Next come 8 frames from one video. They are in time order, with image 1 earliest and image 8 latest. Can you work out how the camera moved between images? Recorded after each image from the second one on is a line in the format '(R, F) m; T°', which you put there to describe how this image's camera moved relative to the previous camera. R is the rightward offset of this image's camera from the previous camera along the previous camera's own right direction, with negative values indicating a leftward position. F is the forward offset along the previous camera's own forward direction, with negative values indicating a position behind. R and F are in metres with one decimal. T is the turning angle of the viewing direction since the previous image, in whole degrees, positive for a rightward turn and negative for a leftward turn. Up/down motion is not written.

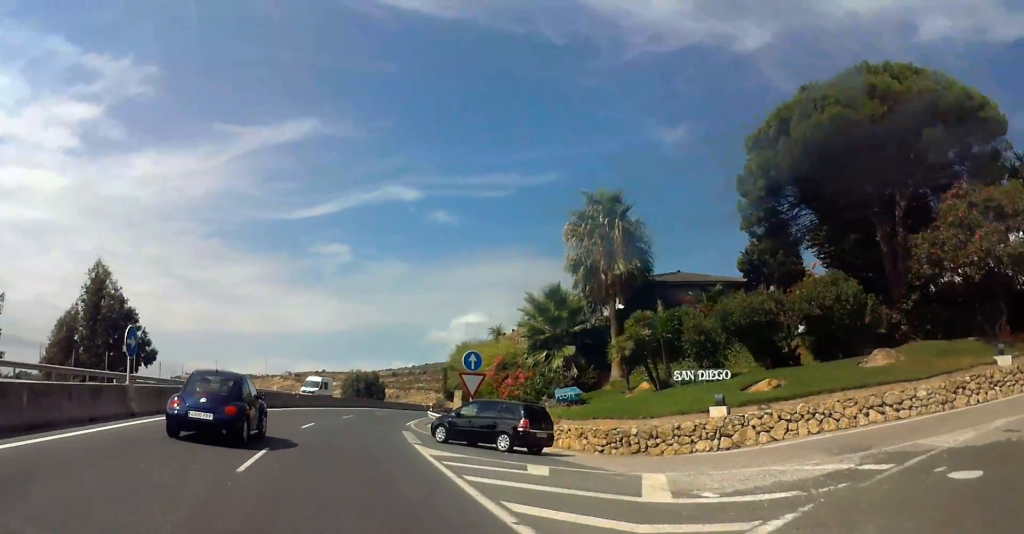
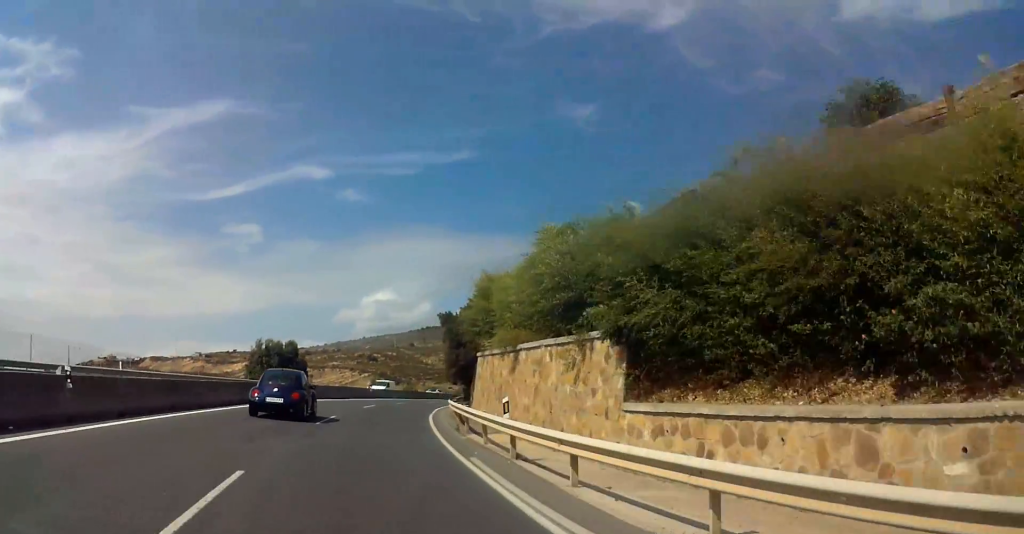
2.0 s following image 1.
(+3.0, +32.8) m; +9°
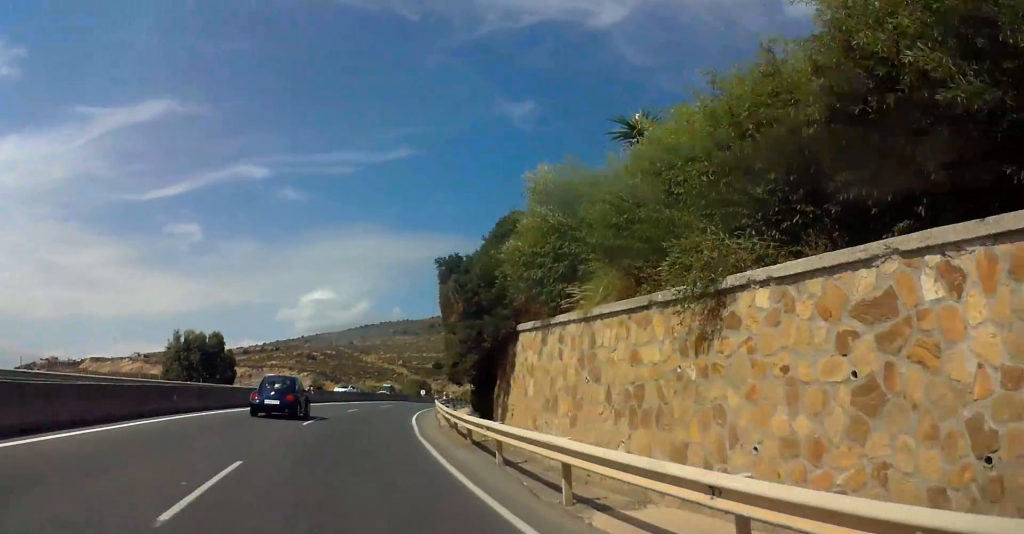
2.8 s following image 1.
(-0.5, +13.3) m; +3°
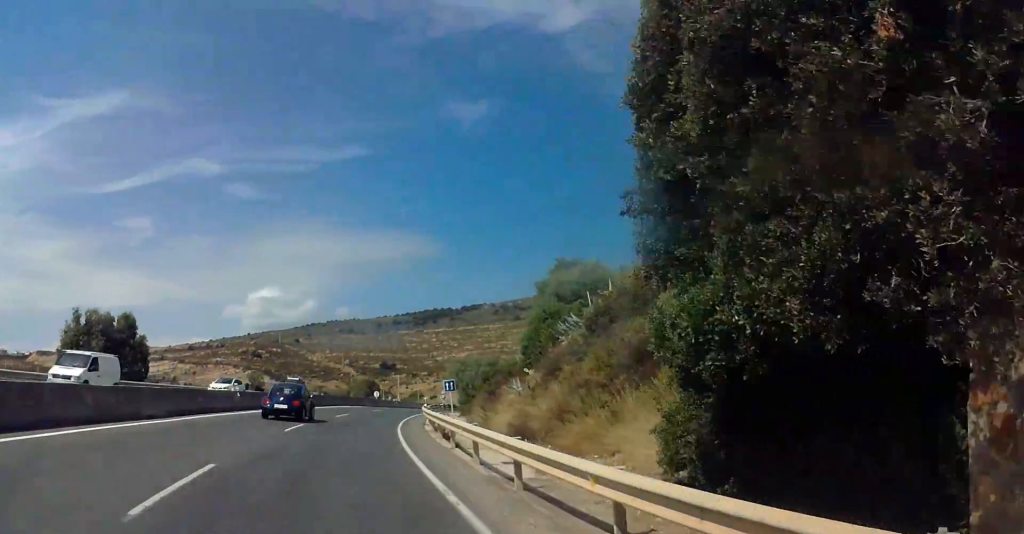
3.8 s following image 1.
(+1.3, +15.0) m; +5°
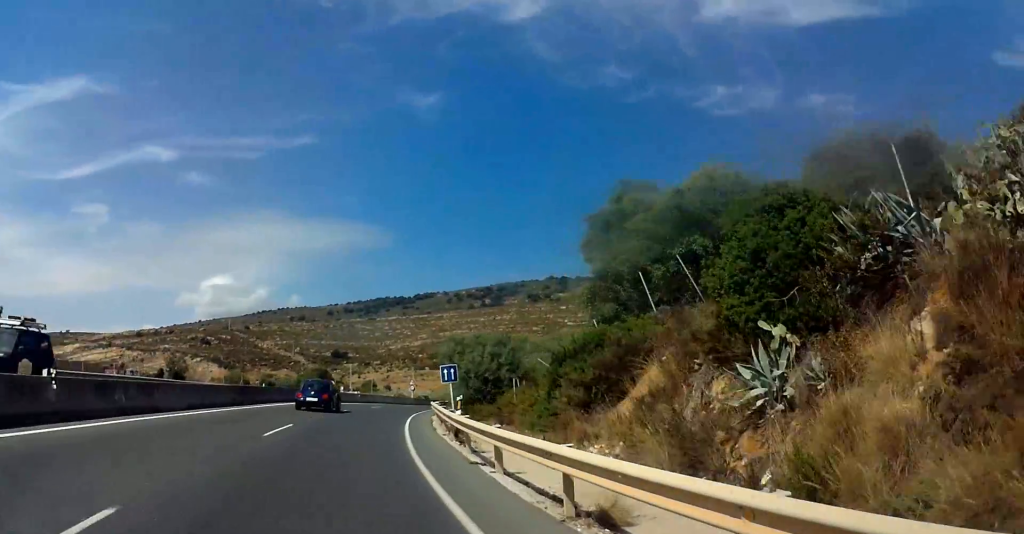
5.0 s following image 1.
(+0.1, +18.7) m; +1°
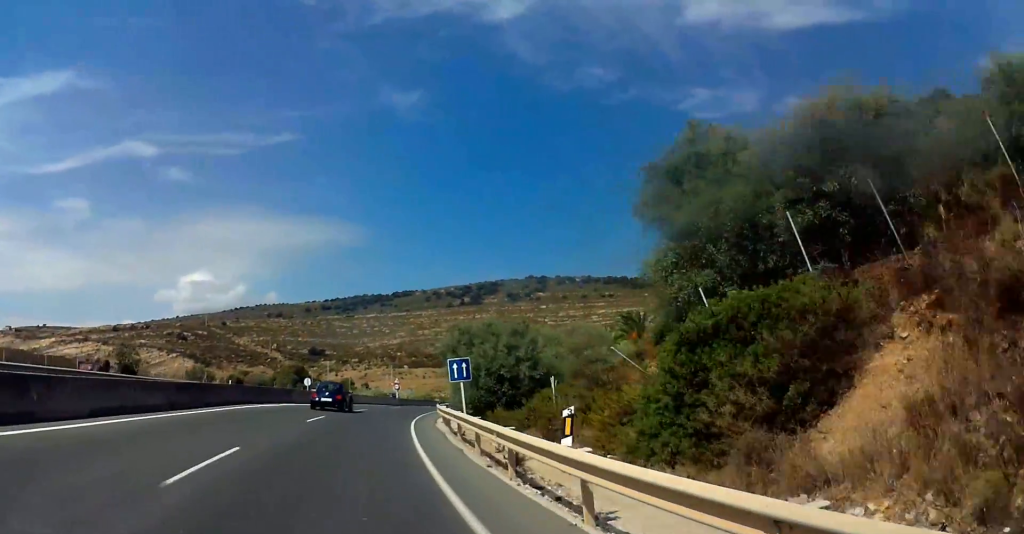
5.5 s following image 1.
(-0.1, +8.1) m; +3°
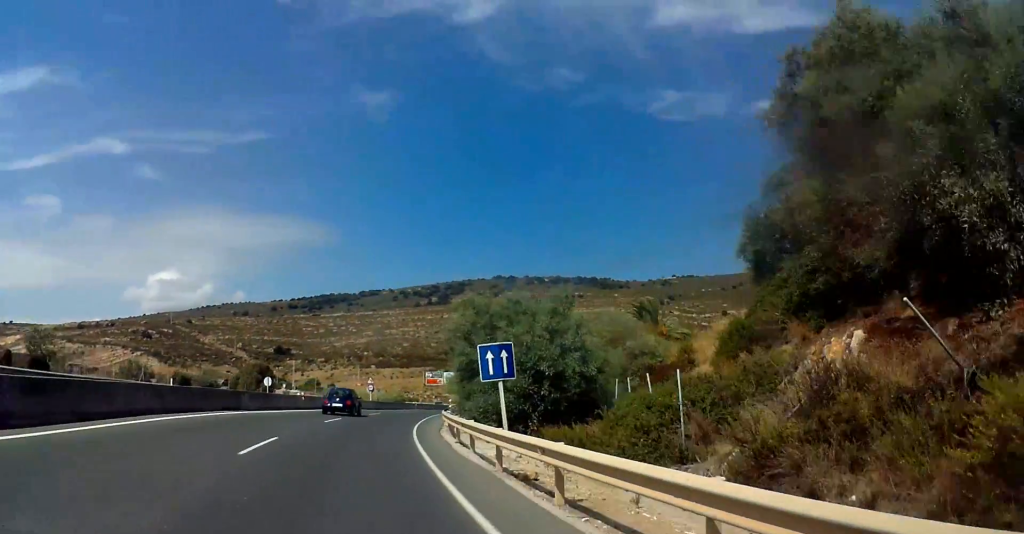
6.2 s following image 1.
(+0.3, +10.0) m; +4°
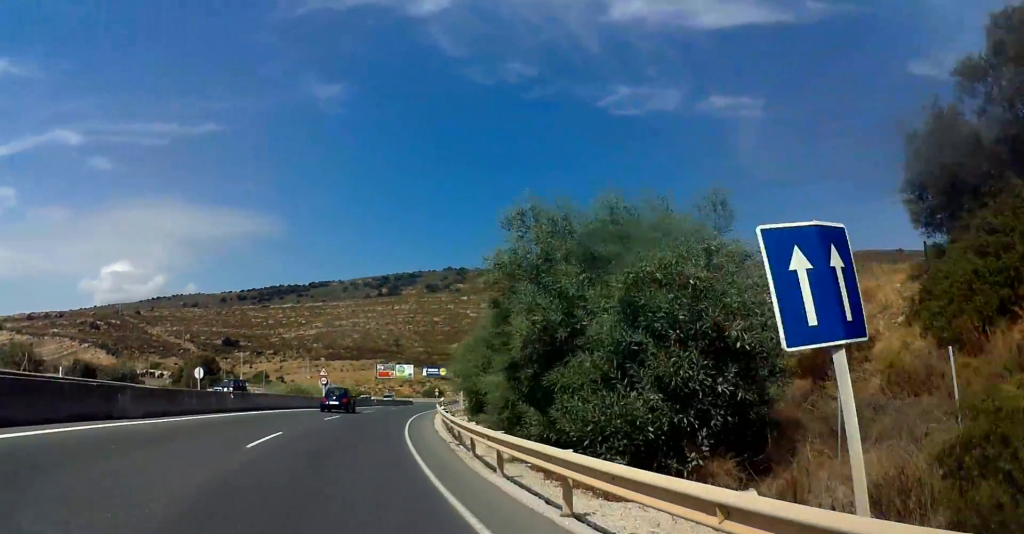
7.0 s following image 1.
(+0.8, +12.7) m; +4°
